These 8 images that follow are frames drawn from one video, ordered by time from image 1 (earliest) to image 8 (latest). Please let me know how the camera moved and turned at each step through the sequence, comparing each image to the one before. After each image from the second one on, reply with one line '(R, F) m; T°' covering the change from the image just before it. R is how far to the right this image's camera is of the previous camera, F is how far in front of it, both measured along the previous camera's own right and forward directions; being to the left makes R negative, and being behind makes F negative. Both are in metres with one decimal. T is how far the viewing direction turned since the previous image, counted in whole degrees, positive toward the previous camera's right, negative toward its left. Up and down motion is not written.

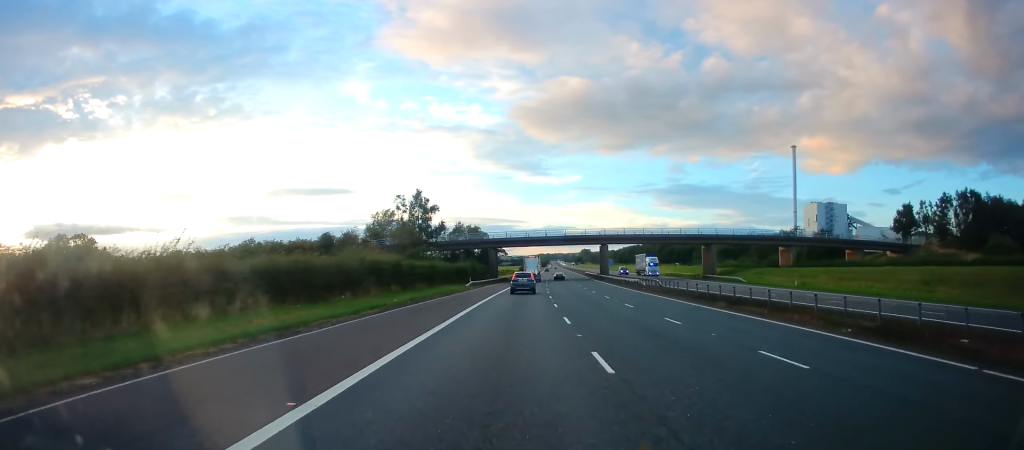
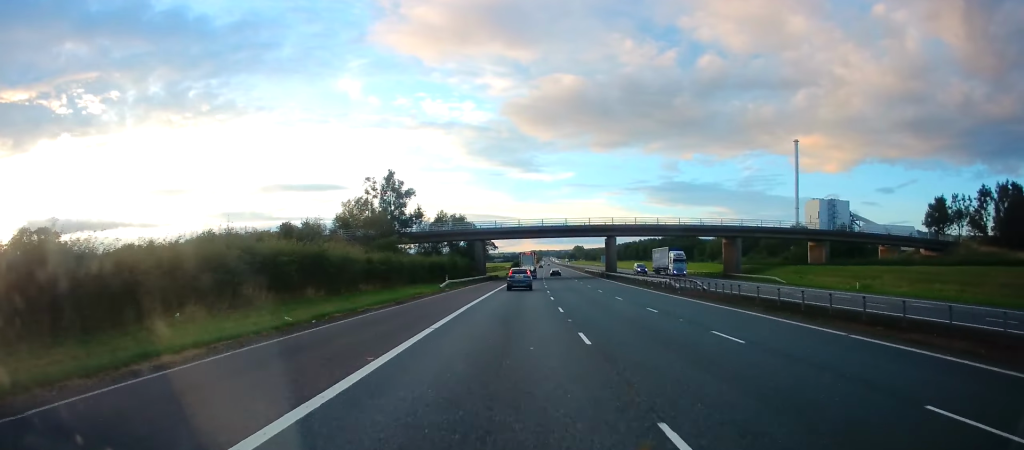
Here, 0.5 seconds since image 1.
(-0.2, +14.2) m; +1°
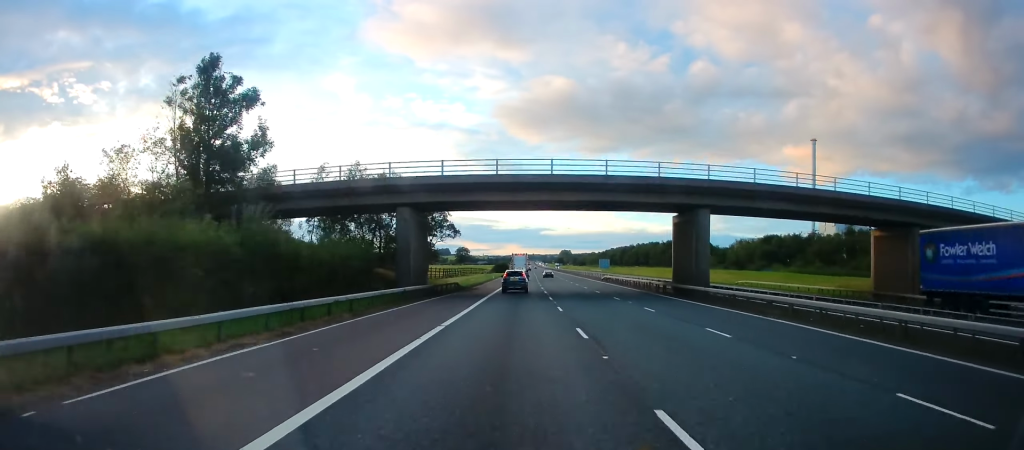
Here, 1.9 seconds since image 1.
(+1.3, +43.0) m; +2°
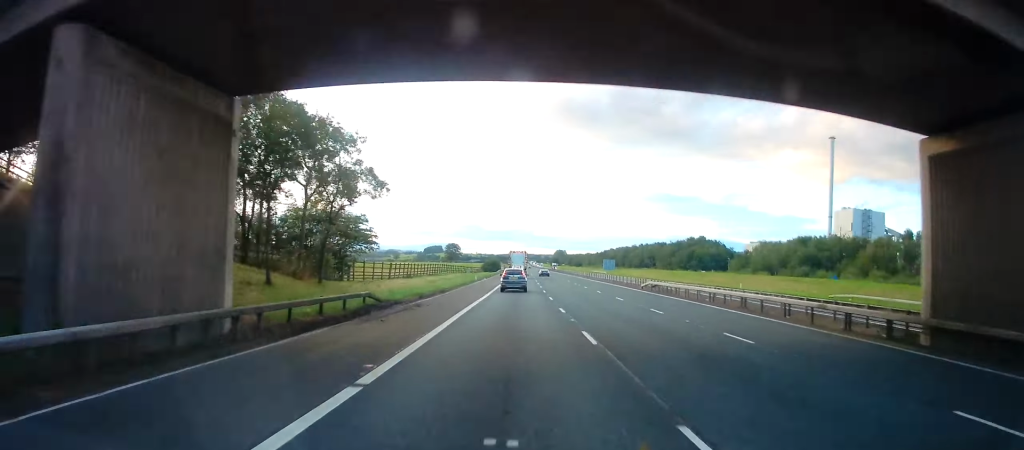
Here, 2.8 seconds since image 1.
(-0.1, +27.8) m; +1°
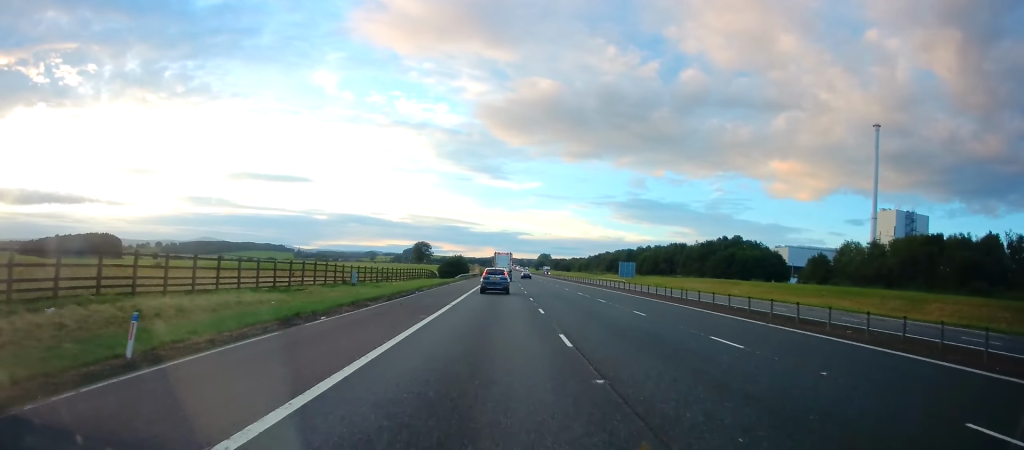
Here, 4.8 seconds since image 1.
(+1.2, +62.8) m; +1°
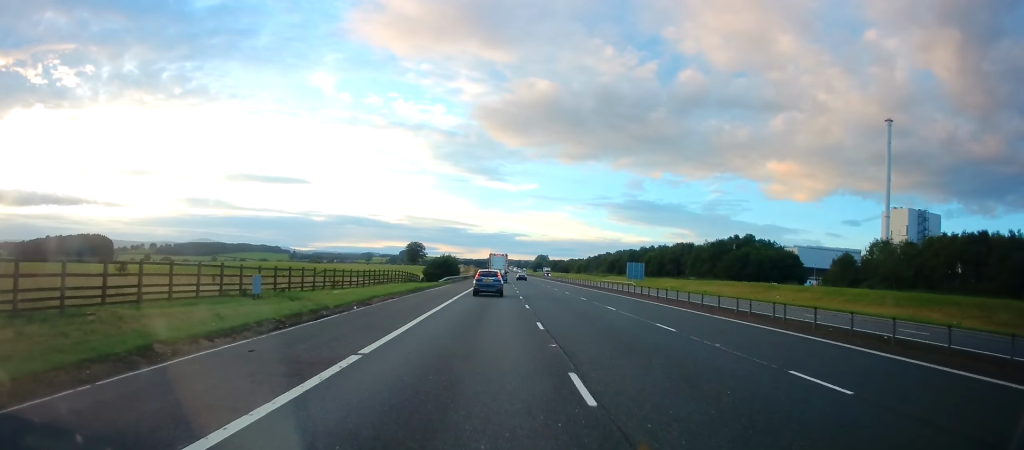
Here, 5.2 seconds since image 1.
(0.0, +13.9) m; 0°
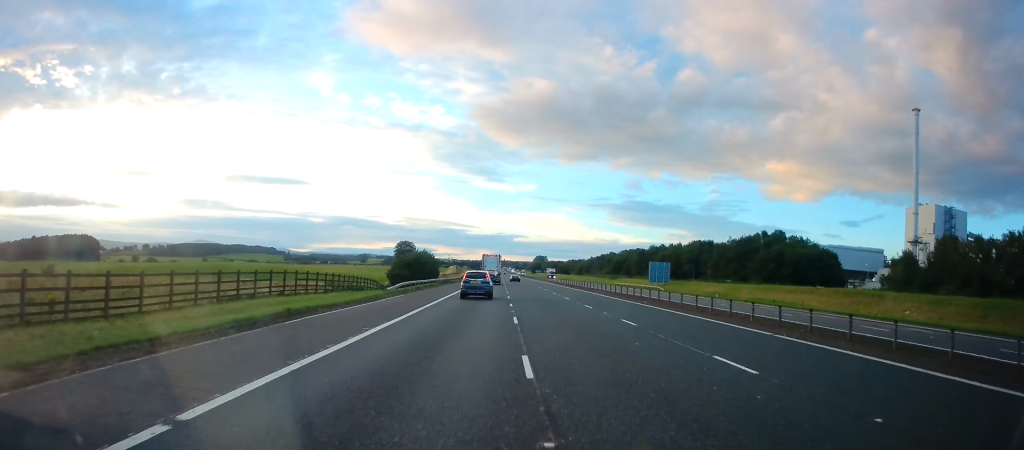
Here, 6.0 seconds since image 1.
(+0.1, +24.7) m; 0°
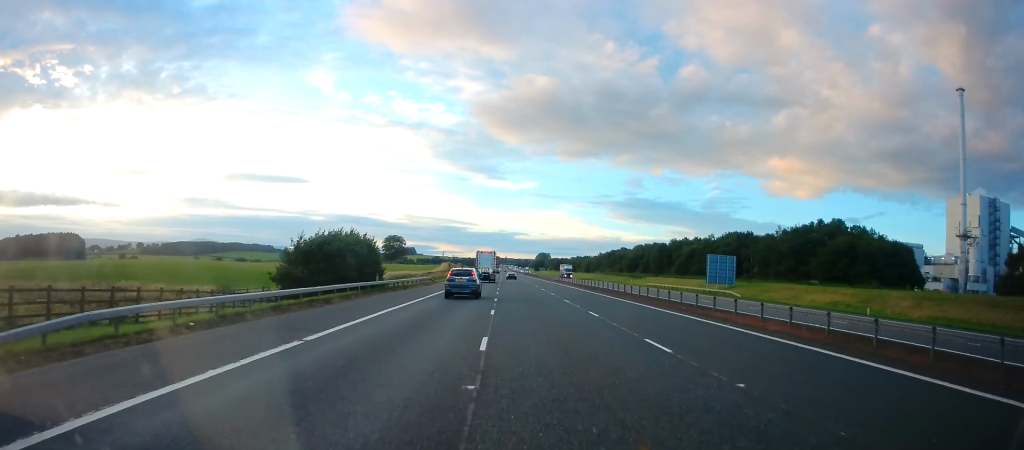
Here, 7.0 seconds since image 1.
(+0.2, +33.4) m; 0°
